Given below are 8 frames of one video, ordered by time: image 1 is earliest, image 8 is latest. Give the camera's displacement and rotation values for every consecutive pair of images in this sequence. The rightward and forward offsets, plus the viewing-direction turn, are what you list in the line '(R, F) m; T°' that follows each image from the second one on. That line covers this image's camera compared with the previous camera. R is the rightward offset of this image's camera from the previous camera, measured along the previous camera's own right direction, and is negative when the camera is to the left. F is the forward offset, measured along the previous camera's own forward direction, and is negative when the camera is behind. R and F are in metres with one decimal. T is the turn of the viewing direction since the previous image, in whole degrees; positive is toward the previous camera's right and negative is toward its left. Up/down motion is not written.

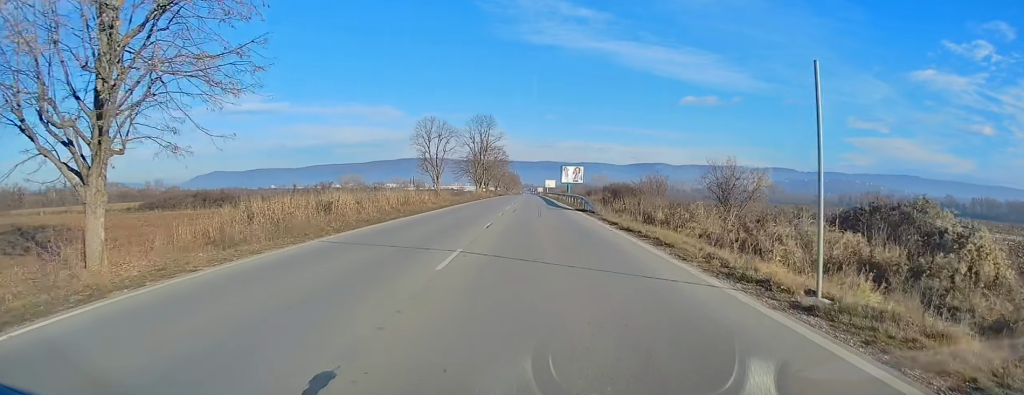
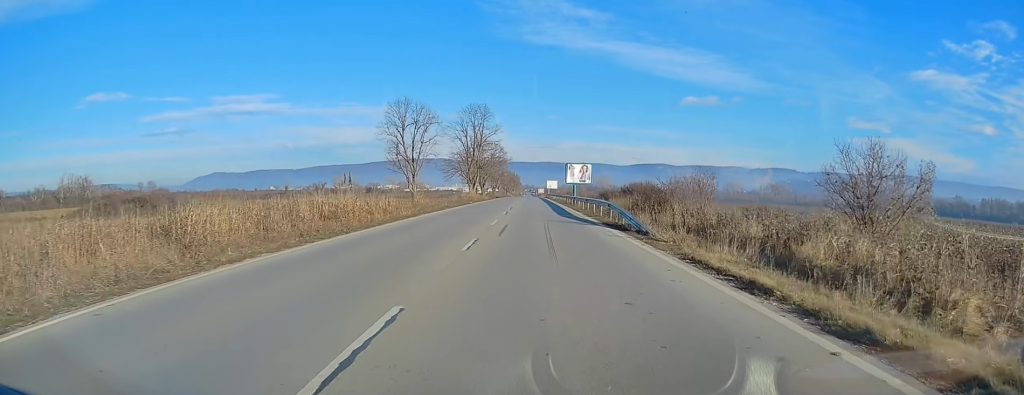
(-0.1, +14.9) m; 0°
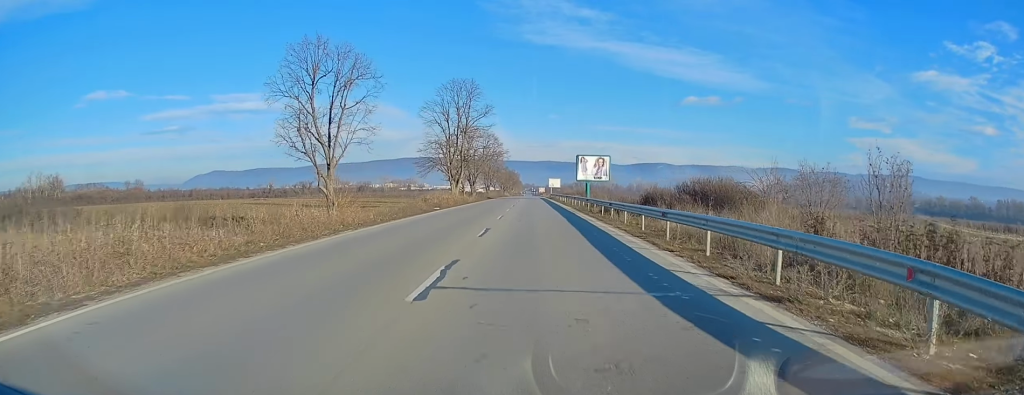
(-0.1, +24.1) m; 0°
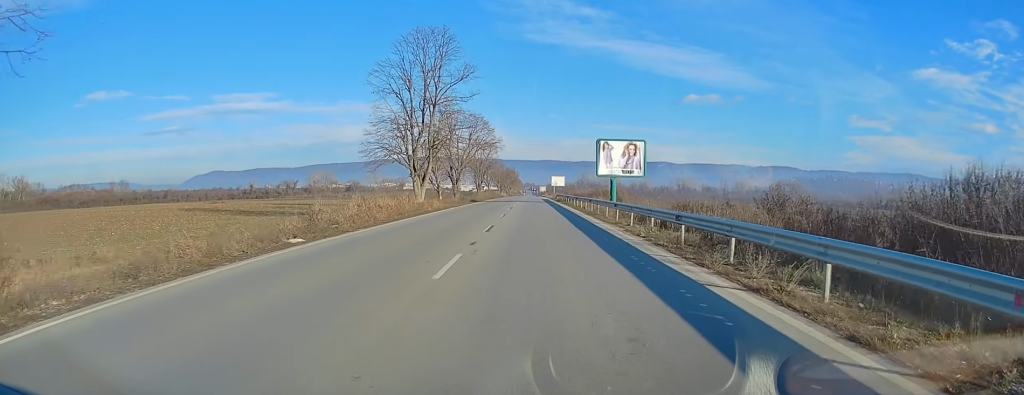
(+0.1, +25.7) m; 0°
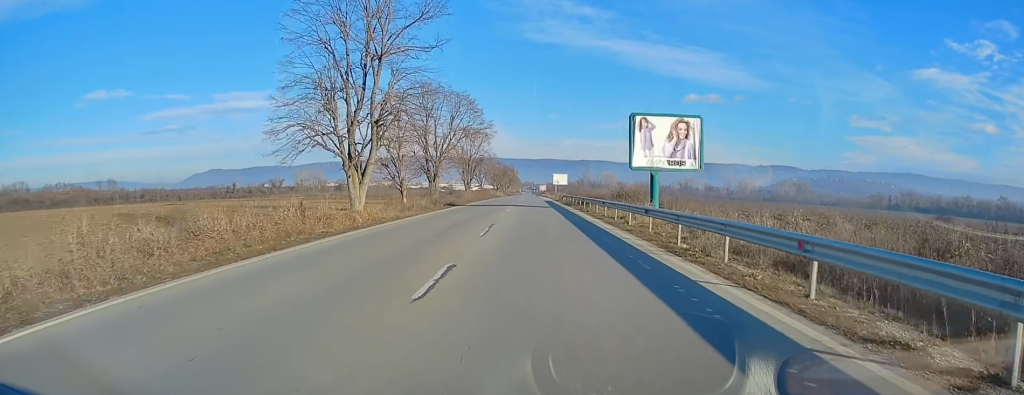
(0.0, +19.7) m; 0°
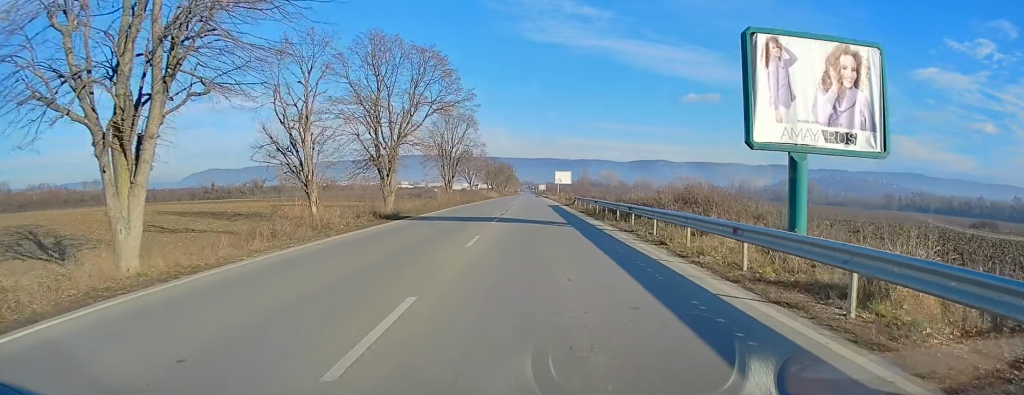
(0.0, +21.3) m; 0°
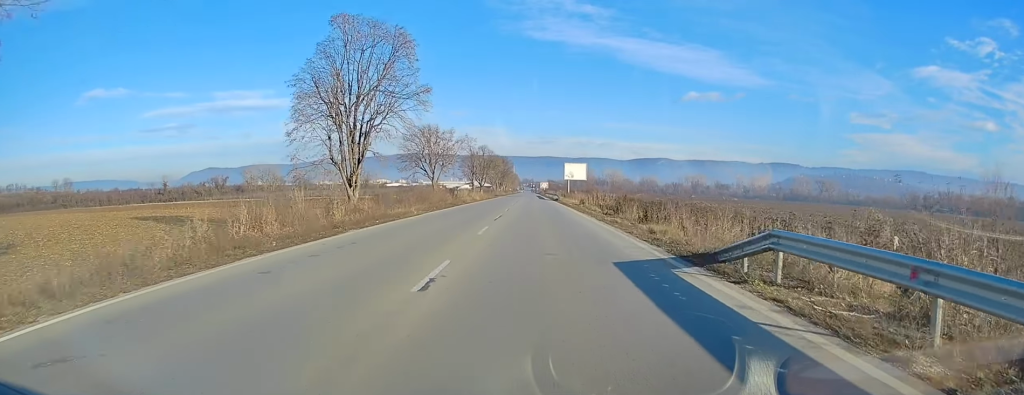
(0.0, +41.9) m; 0°
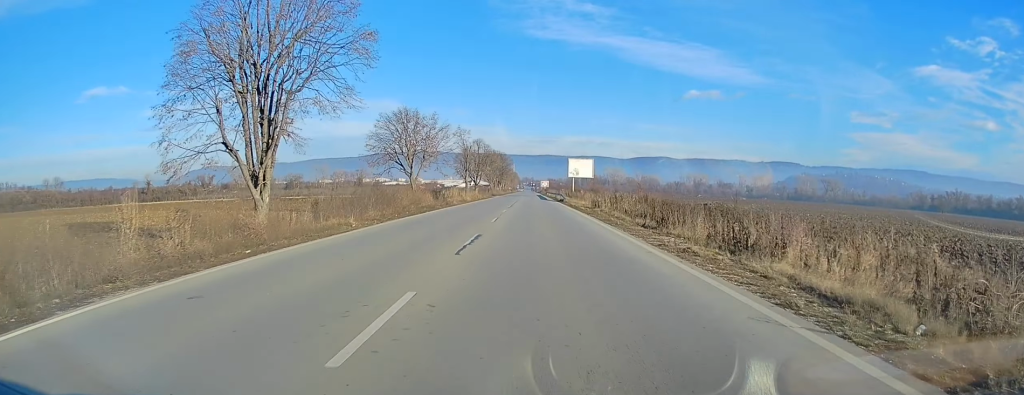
(0.0, +12.3) m; 0°
